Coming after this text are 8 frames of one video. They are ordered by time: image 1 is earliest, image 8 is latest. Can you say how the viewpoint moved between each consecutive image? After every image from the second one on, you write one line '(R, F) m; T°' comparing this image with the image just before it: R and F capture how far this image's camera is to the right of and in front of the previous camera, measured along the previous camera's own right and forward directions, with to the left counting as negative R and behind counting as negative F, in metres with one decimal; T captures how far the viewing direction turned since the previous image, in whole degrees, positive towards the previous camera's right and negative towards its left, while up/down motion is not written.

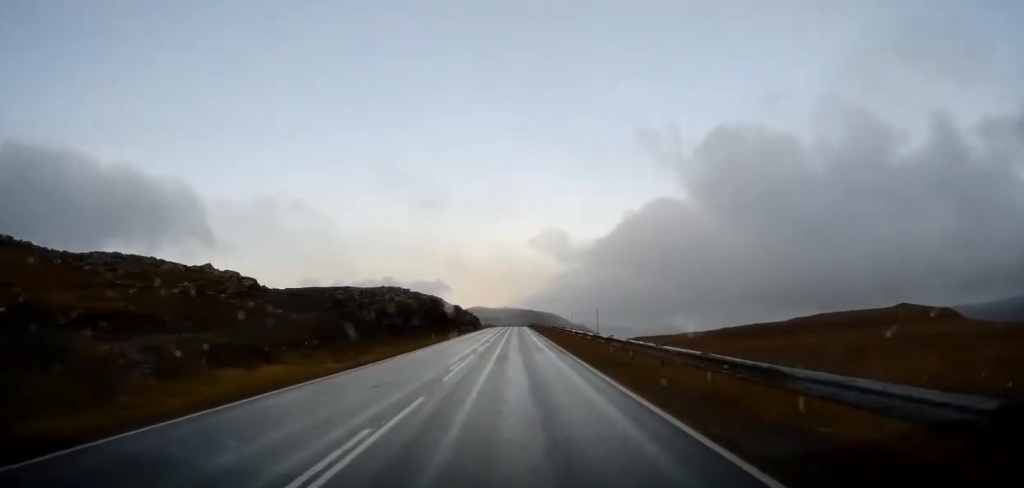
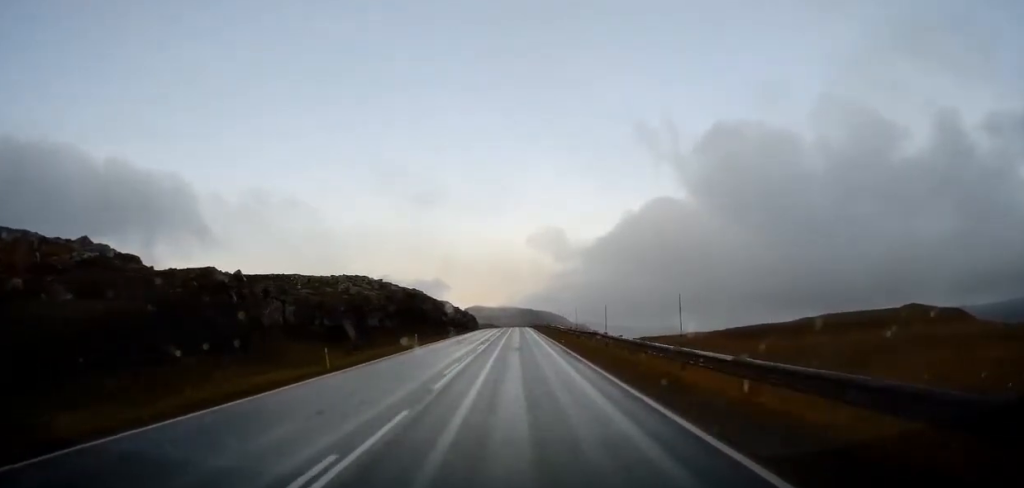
(+0.9, +25.8) m; +1°
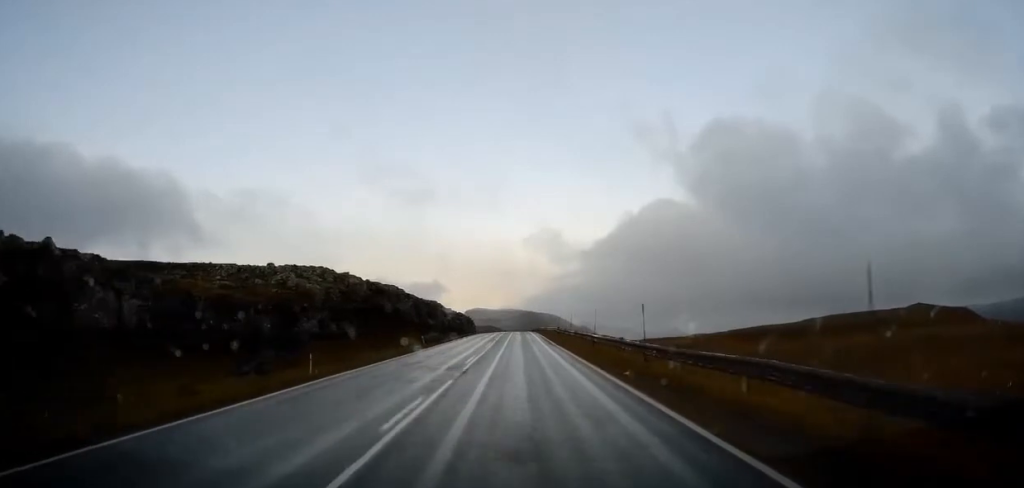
(-0.2, +19.5) m; +1°
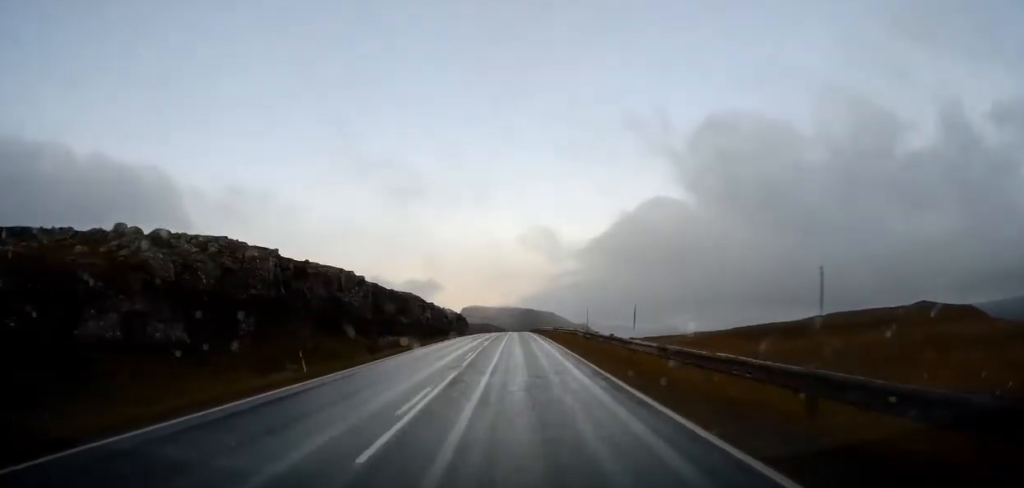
(+0.6, +22.2) m; 0°
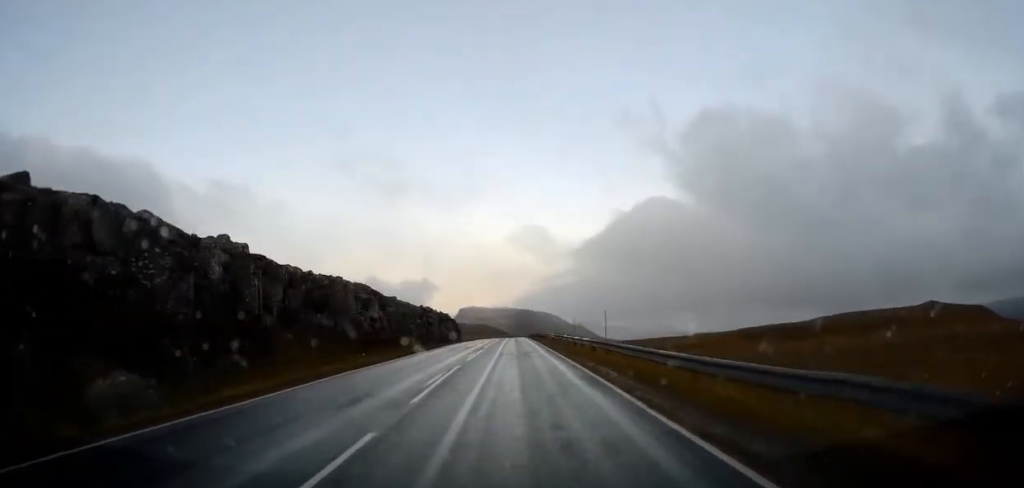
(-1.1, +31.5) m; -2°
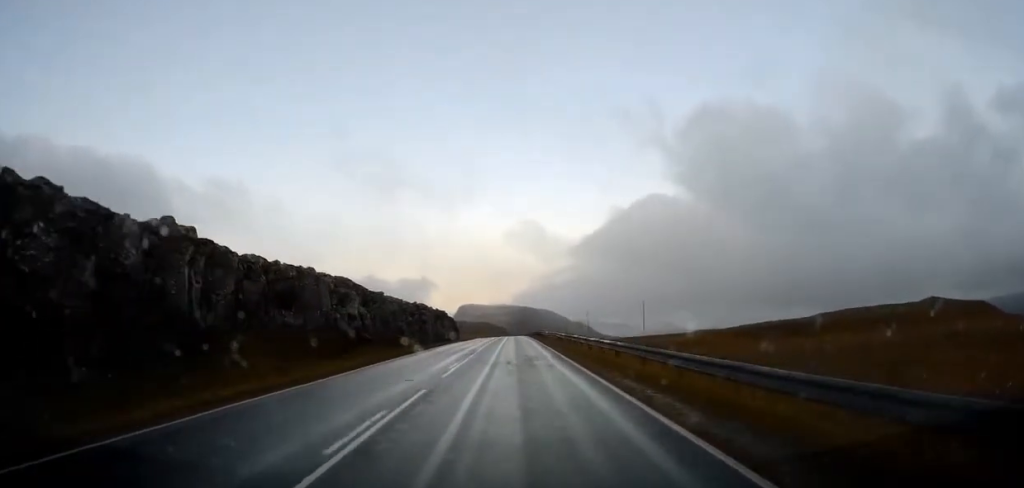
(+0.1, +7.2) m; +1°
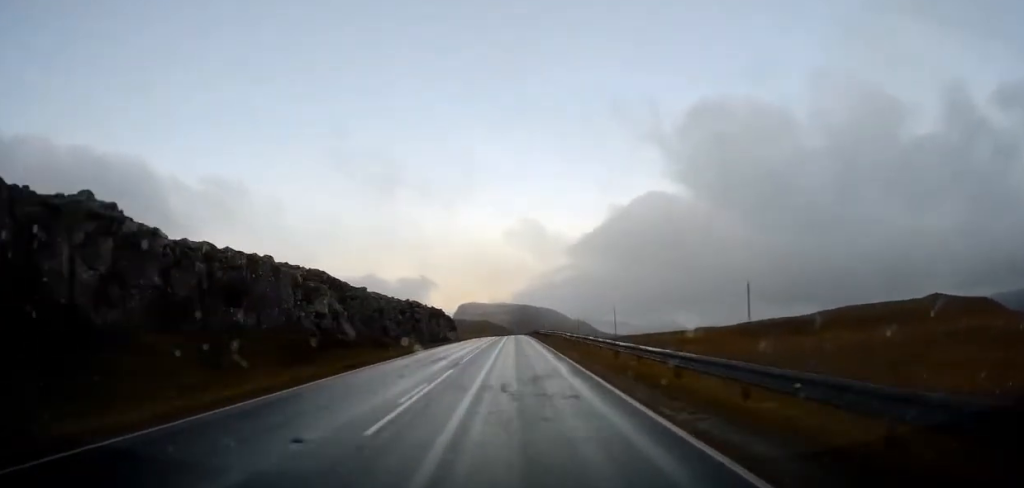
(0.0, +7.7) m; +1°
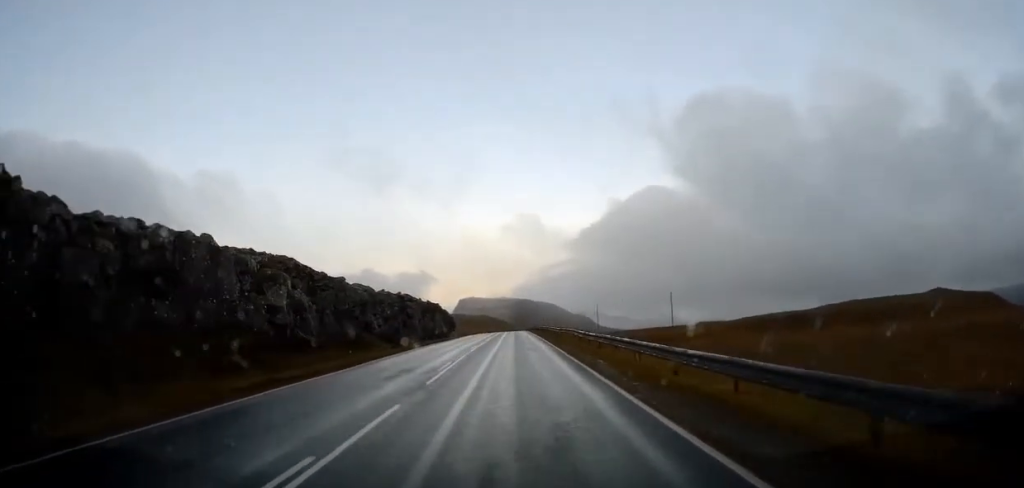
(+0.1, +7.7) m; 0°
